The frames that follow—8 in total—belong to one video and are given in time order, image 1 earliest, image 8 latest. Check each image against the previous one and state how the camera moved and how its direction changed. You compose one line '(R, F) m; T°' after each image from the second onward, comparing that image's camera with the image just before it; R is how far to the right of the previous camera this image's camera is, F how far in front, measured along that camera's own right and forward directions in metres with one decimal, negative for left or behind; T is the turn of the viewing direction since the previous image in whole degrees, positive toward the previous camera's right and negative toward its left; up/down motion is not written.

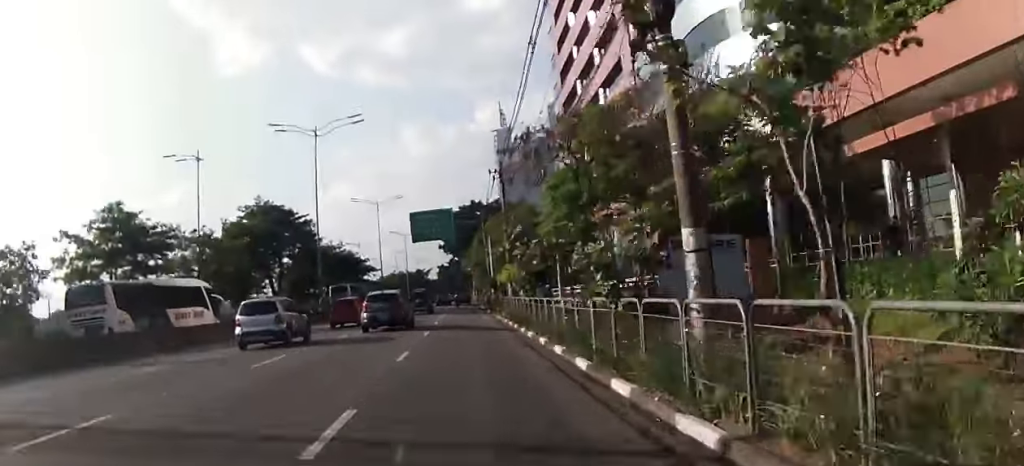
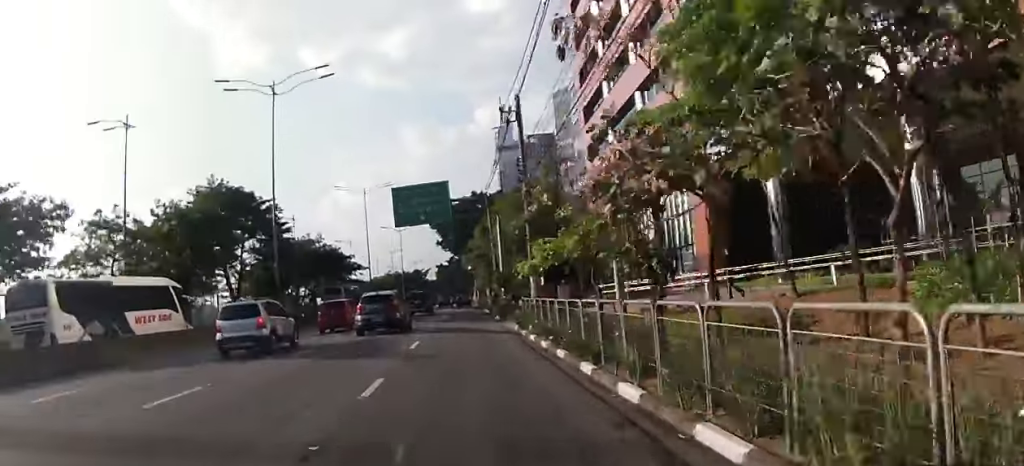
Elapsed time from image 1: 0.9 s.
(-0.1, +13.0) m; -2°
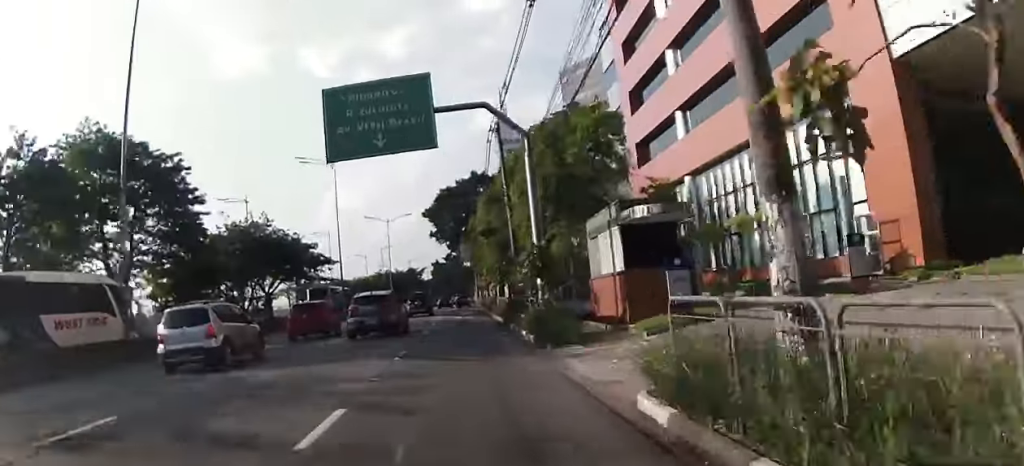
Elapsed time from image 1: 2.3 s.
(-0.4, +19.9) m; 0°
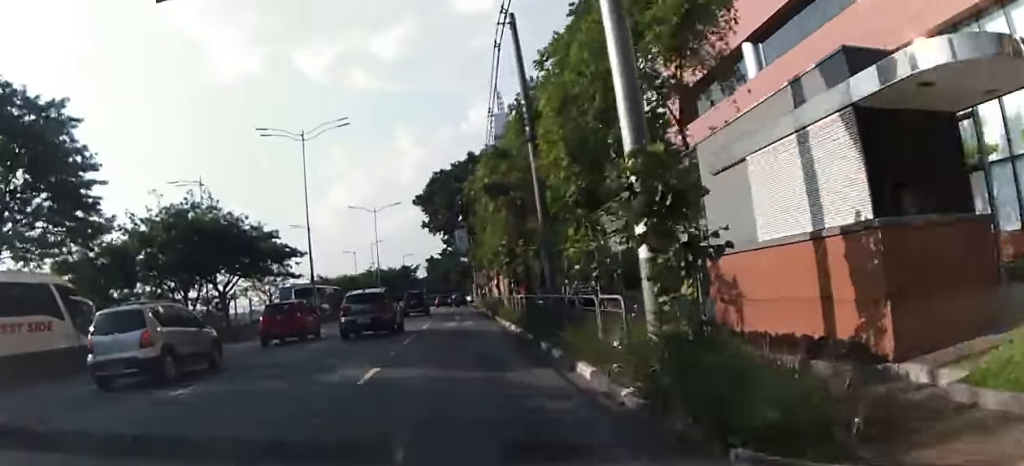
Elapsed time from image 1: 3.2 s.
(+0.3, +12.1) m; +1°
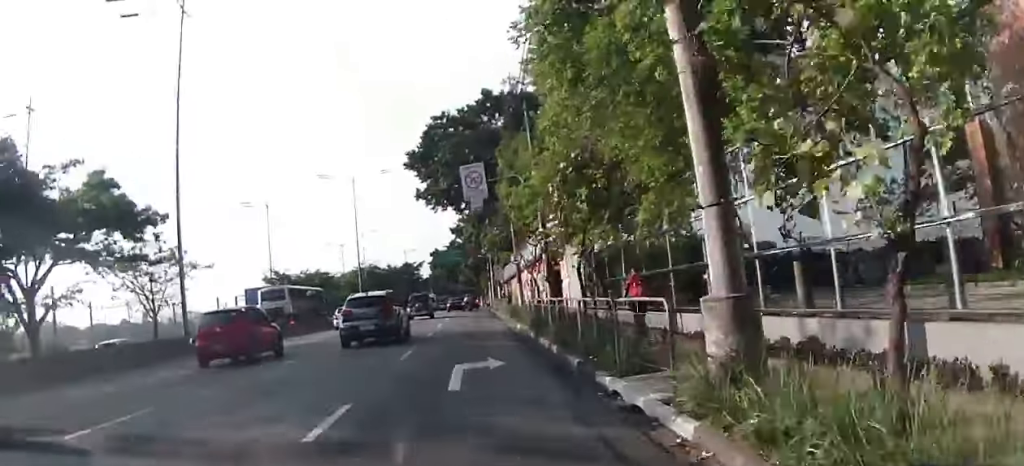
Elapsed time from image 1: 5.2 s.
(0.0, +27.7) m; 0°
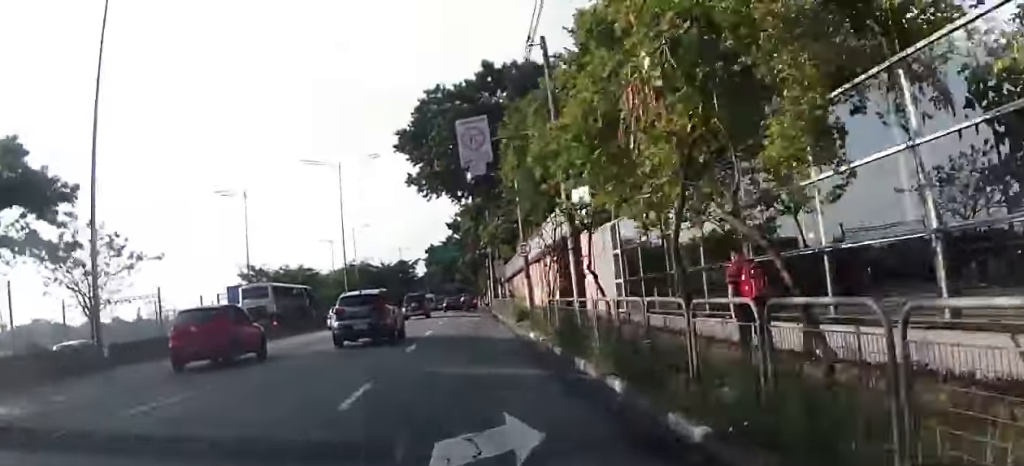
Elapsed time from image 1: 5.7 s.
(0.0, +7.0) m; -1°
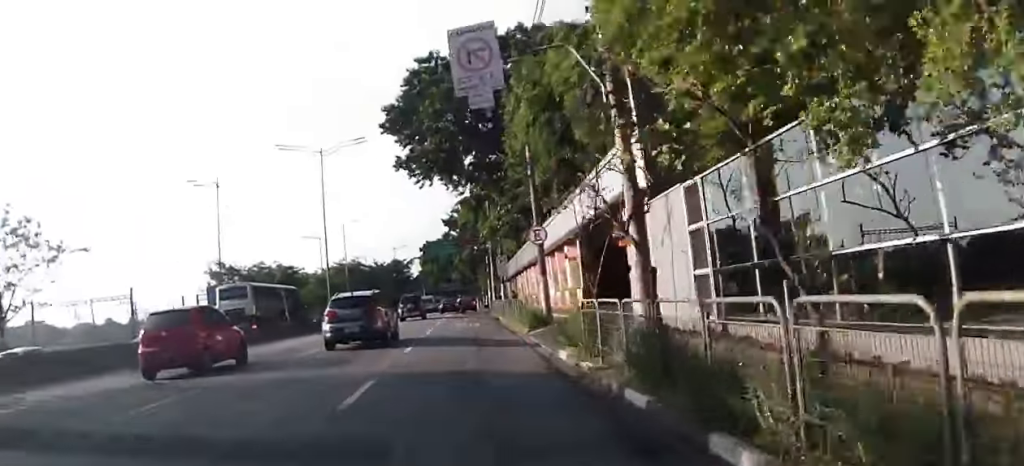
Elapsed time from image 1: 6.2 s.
(0.0, +7.5) m; -1°
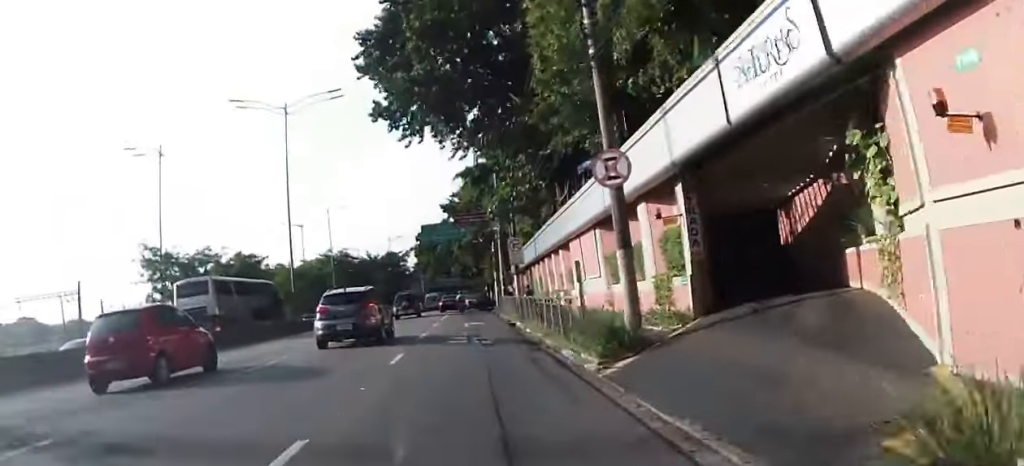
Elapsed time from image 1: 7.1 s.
(-0.3, +12.9) m; 0°
